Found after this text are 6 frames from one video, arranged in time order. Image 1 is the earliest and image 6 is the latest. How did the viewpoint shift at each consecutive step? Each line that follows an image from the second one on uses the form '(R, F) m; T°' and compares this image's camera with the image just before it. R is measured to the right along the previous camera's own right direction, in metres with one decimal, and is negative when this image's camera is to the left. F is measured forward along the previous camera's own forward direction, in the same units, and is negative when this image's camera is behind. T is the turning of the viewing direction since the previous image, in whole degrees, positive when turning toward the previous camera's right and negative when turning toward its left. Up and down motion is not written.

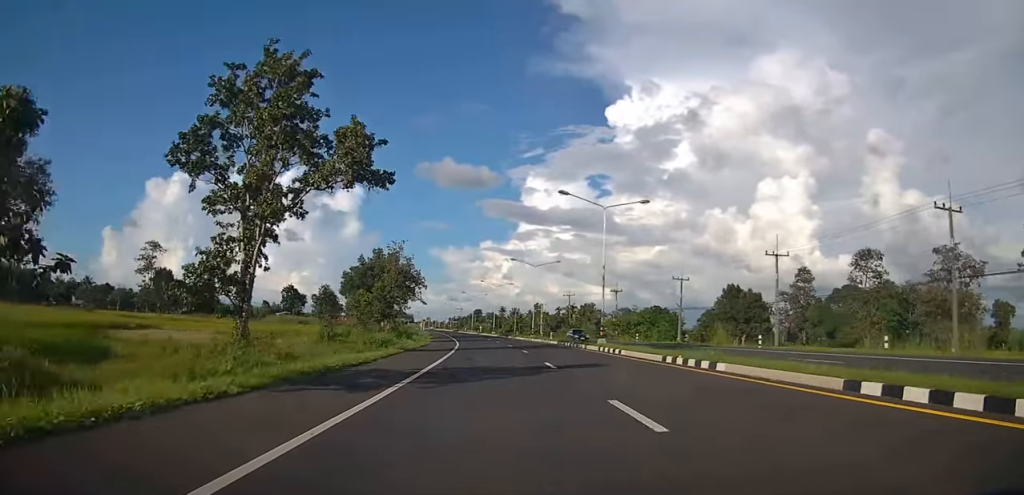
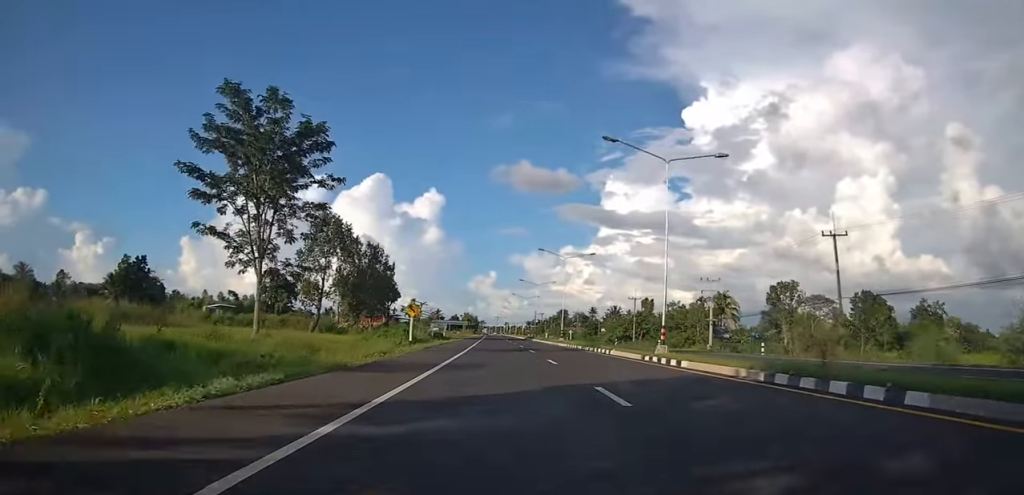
(-5.8, +81.2) m; -8°
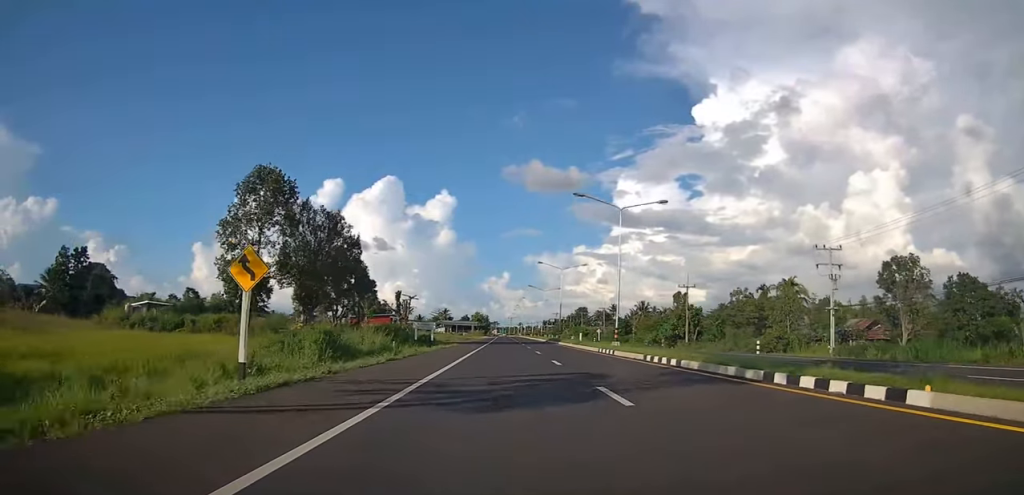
(-0.1, +24.6) m; -2°
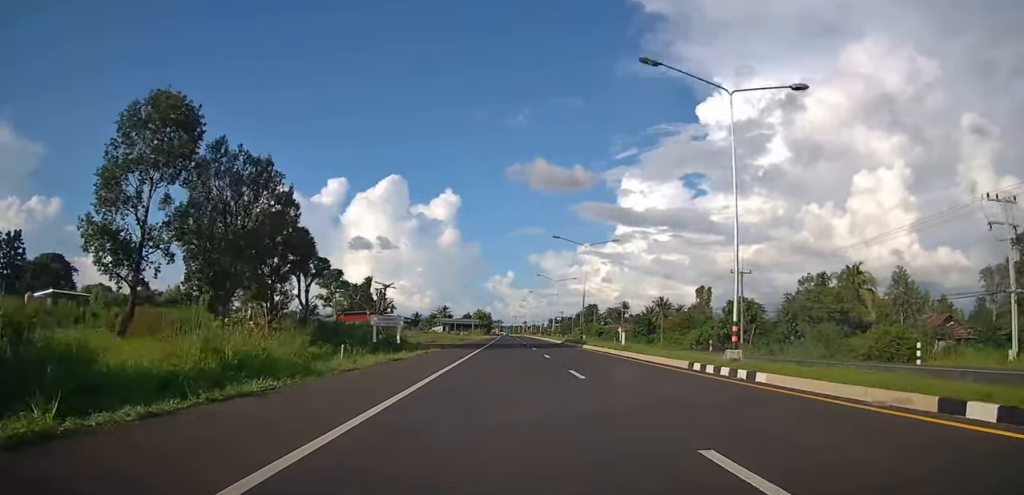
(-0.7, +18.5) m; -2°
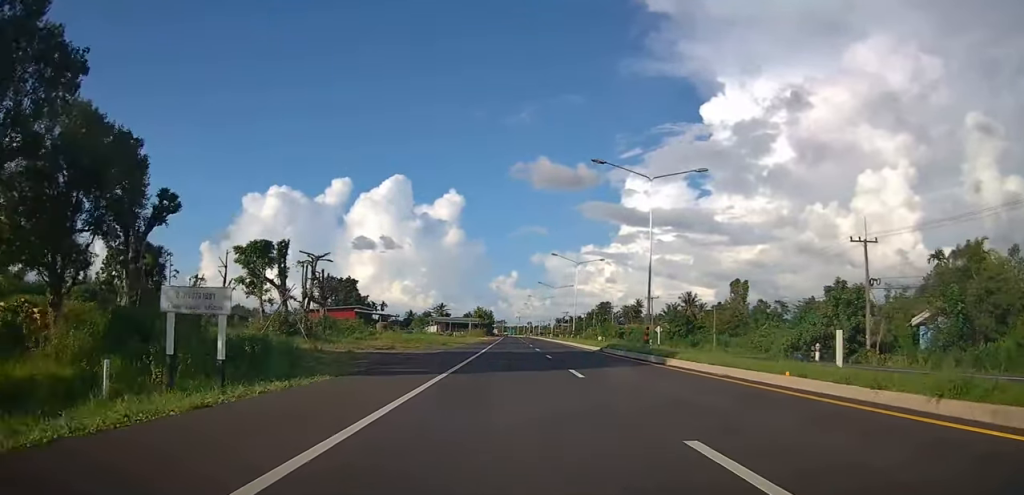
(-0.1, +23.5) m; +2°
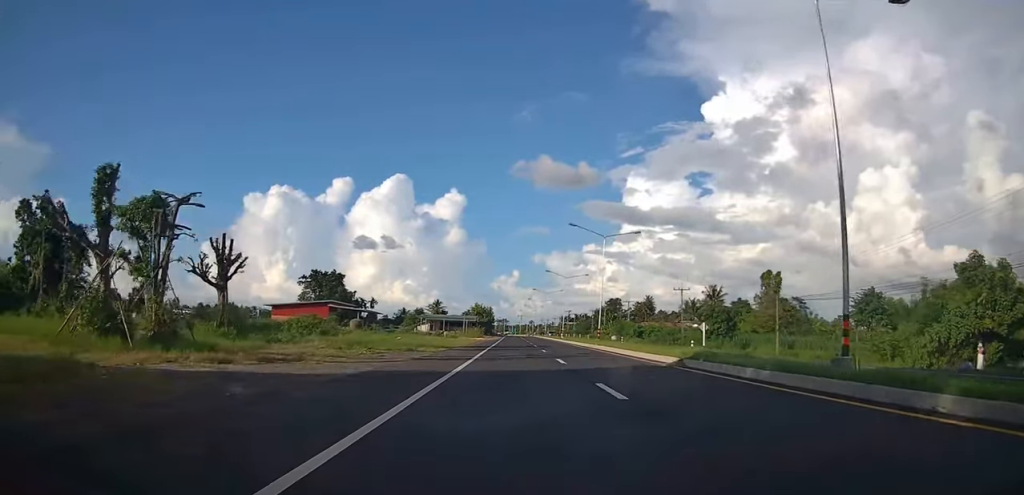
(+0.6, +17.4) m; 0°
